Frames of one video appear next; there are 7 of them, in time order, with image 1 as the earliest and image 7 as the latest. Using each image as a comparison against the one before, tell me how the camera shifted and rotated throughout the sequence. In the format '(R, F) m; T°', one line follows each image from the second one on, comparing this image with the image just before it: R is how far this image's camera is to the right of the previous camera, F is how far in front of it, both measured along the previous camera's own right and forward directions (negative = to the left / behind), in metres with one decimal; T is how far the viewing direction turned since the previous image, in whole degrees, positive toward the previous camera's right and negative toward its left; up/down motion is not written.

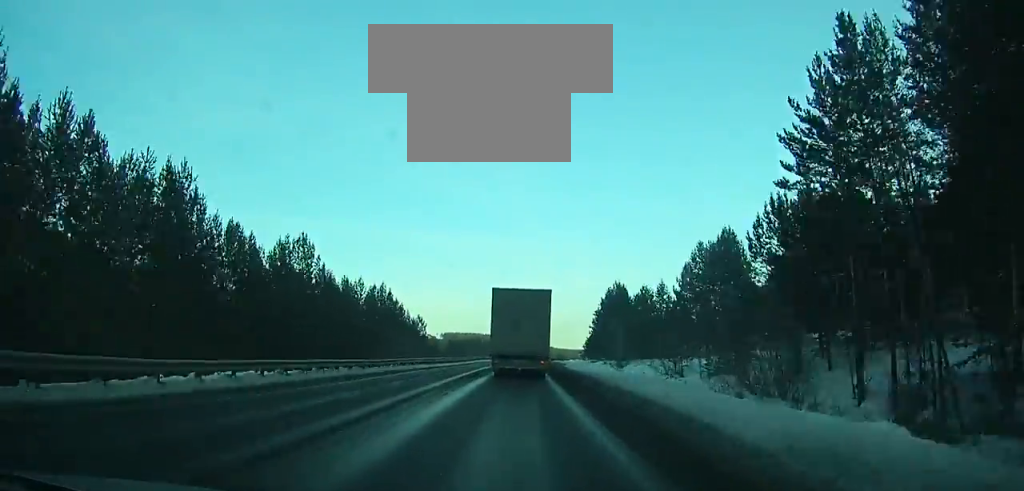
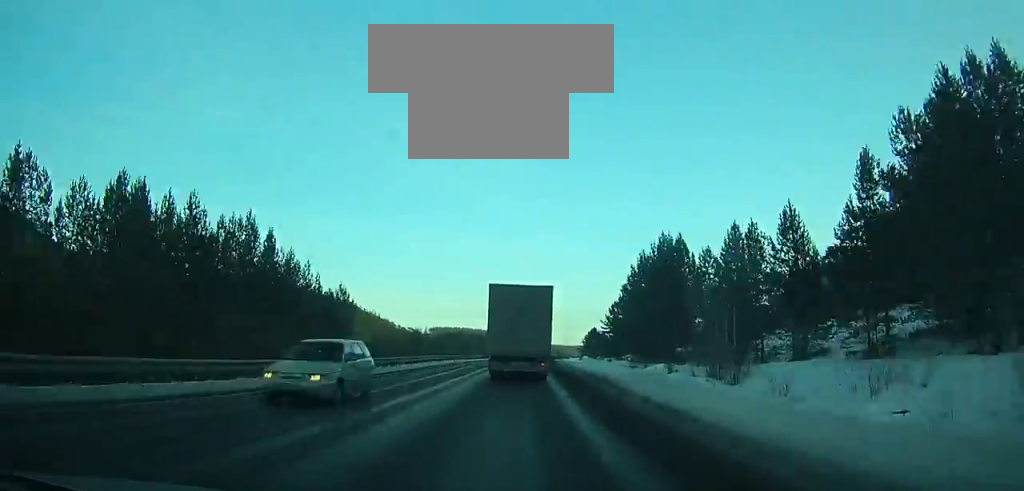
(+0.3, +38.2) m; +1°
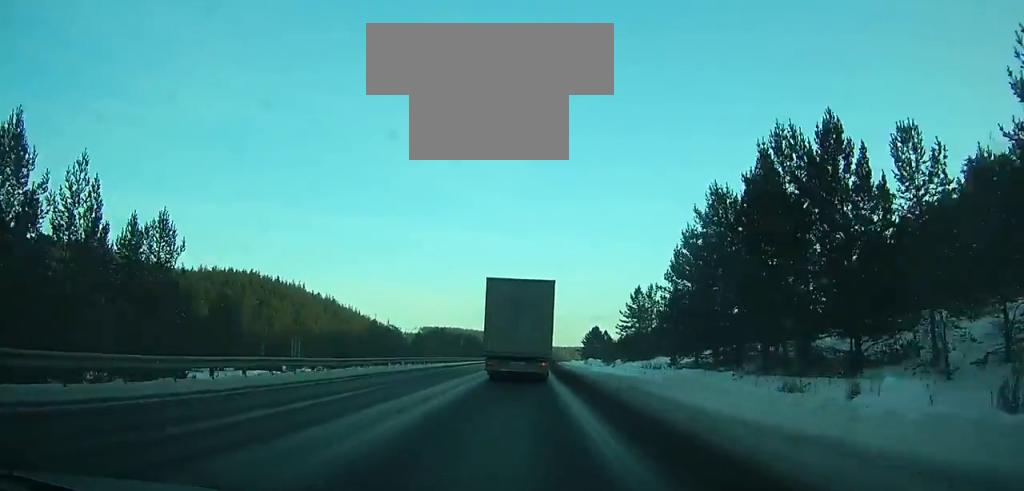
(+0.3, +30.6) m; +1°
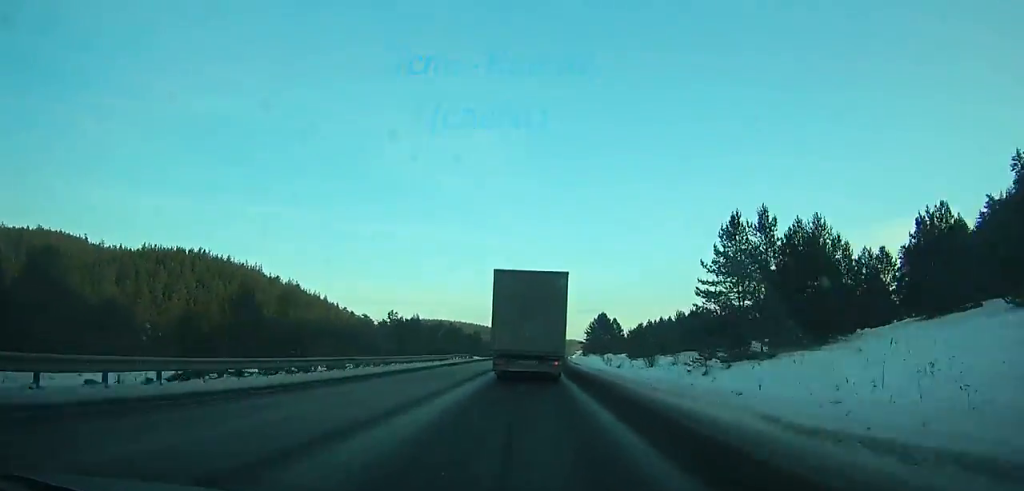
(+0.6, +42.5) m; +1°
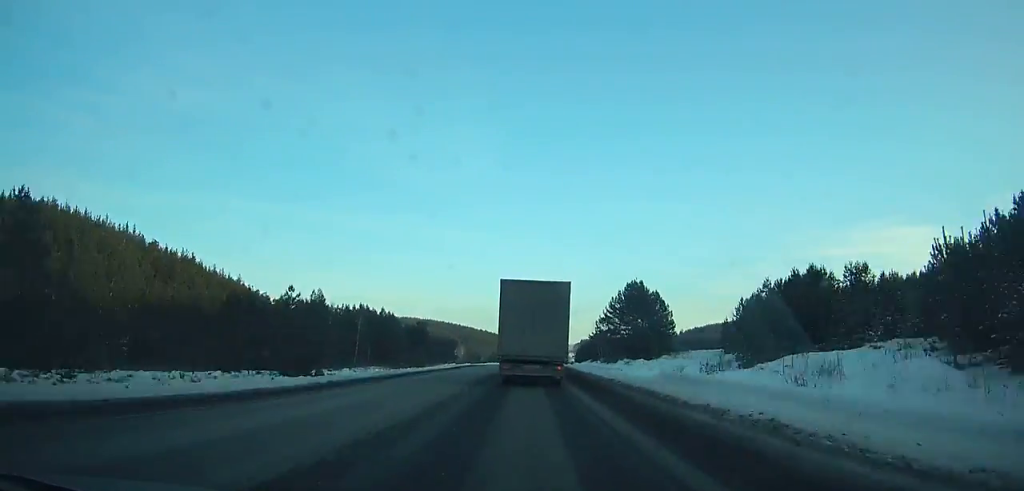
(+1.7, +84.3) m; +2°
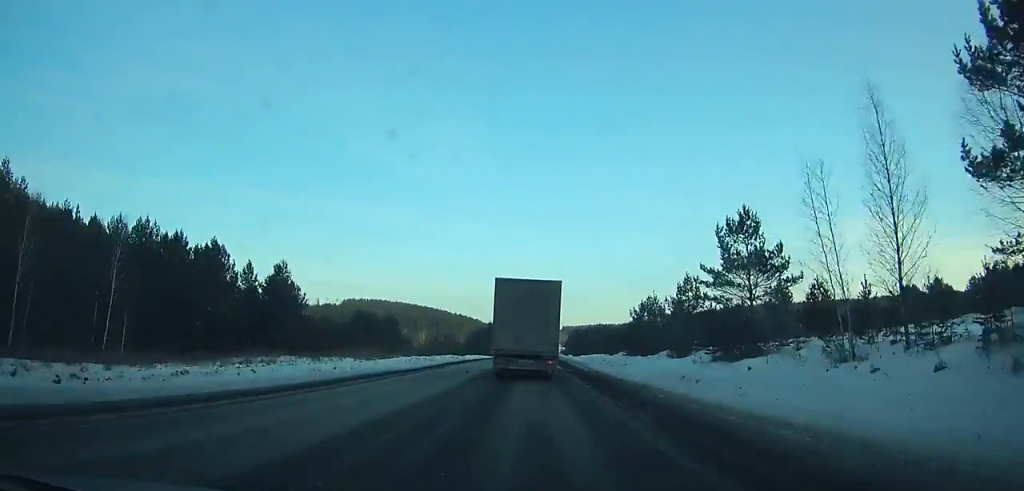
(+1.6, +85.0) m; +2°
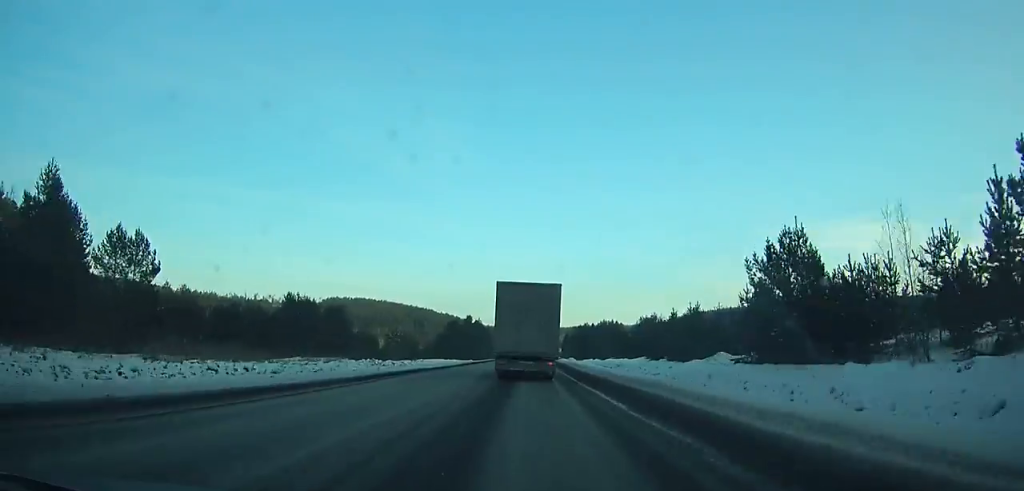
(+0.2, +41.5) m; +1°
